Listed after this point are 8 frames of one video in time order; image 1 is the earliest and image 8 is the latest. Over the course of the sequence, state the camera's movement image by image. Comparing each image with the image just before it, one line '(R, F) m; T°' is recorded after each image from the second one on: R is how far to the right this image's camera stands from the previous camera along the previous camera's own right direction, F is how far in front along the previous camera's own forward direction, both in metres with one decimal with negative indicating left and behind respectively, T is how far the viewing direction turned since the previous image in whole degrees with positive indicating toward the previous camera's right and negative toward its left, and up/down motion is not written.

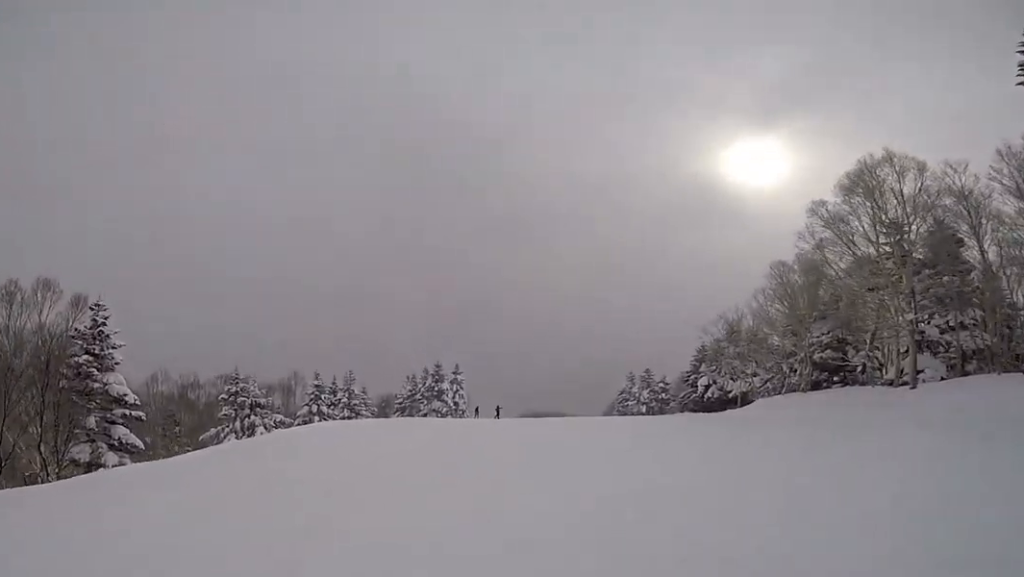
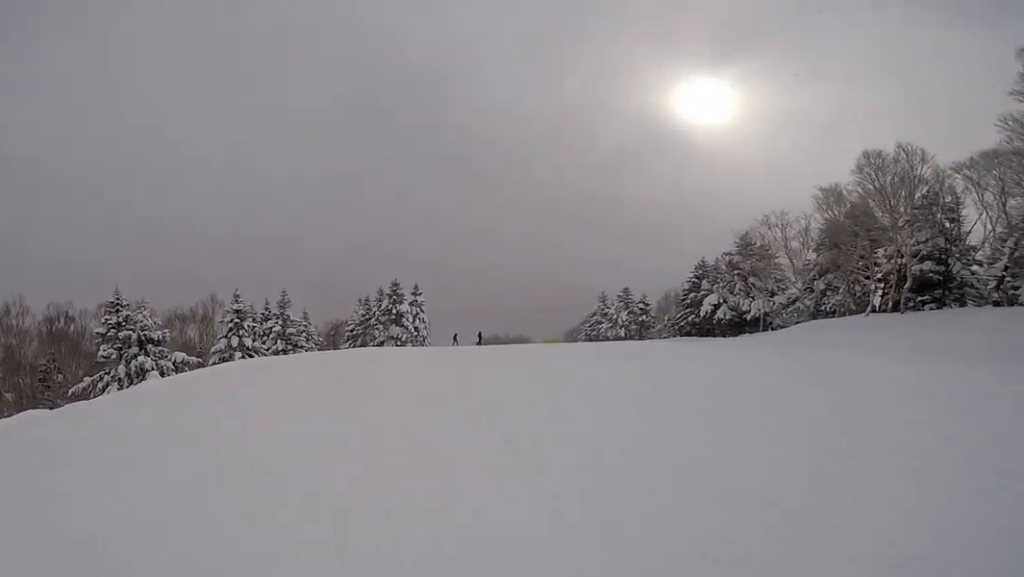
(+0.3, +10.3) m; +1°
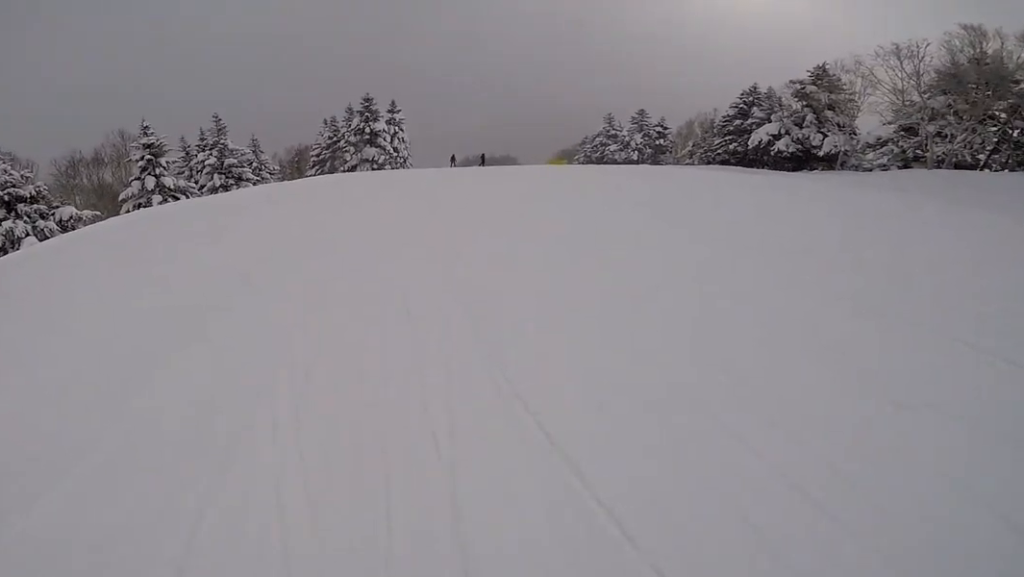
(+1.3, +7.8) m; +14°
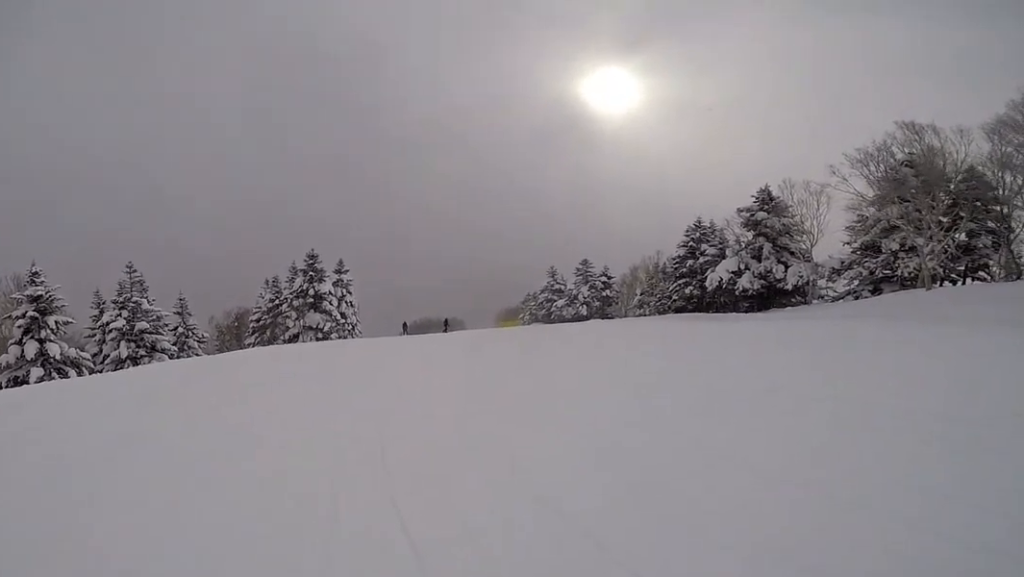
(0.0, +5.6) m; 0°
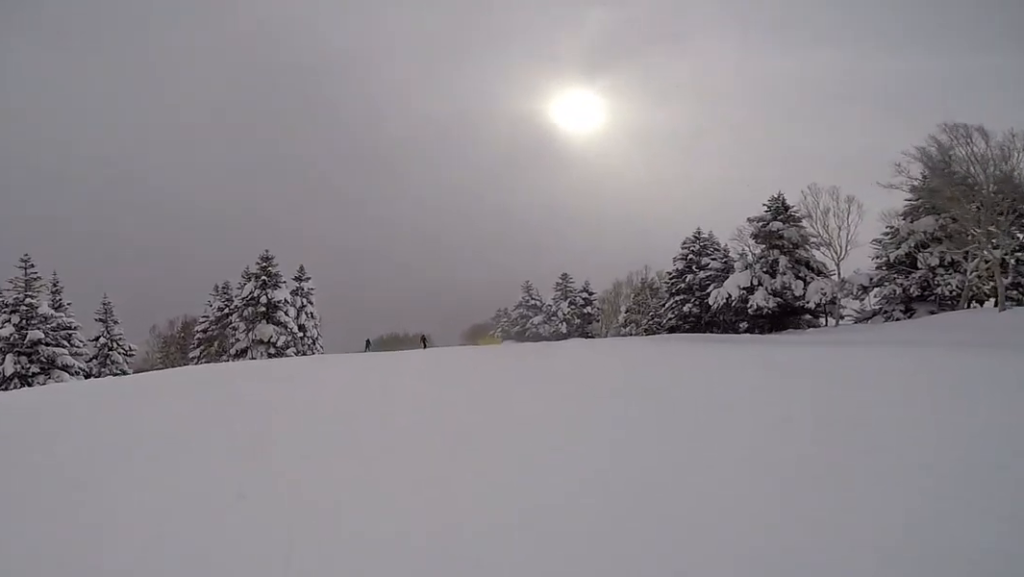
(0.0, +5.4) m; +1°
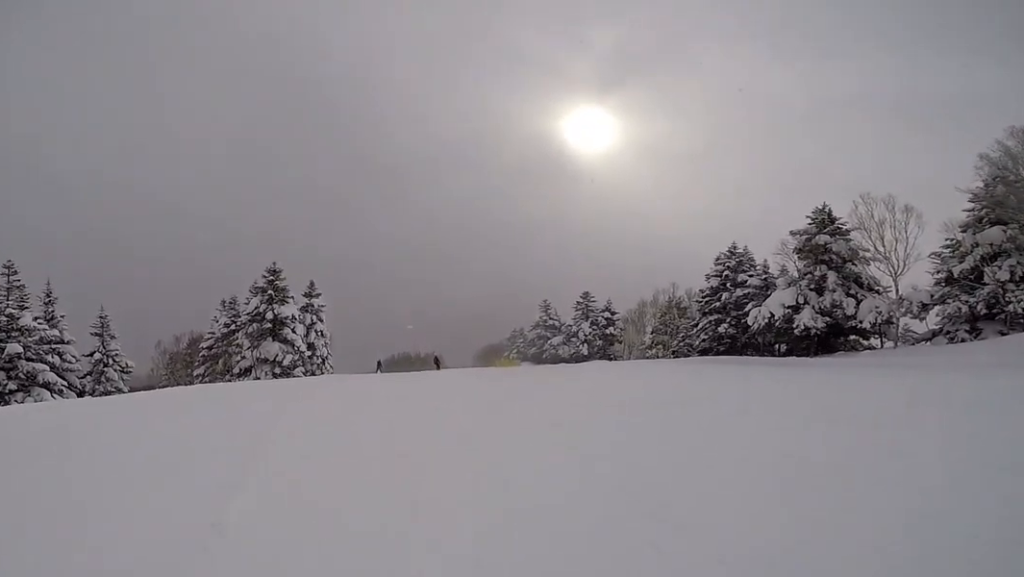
(0.0, +2.3) m; +3°
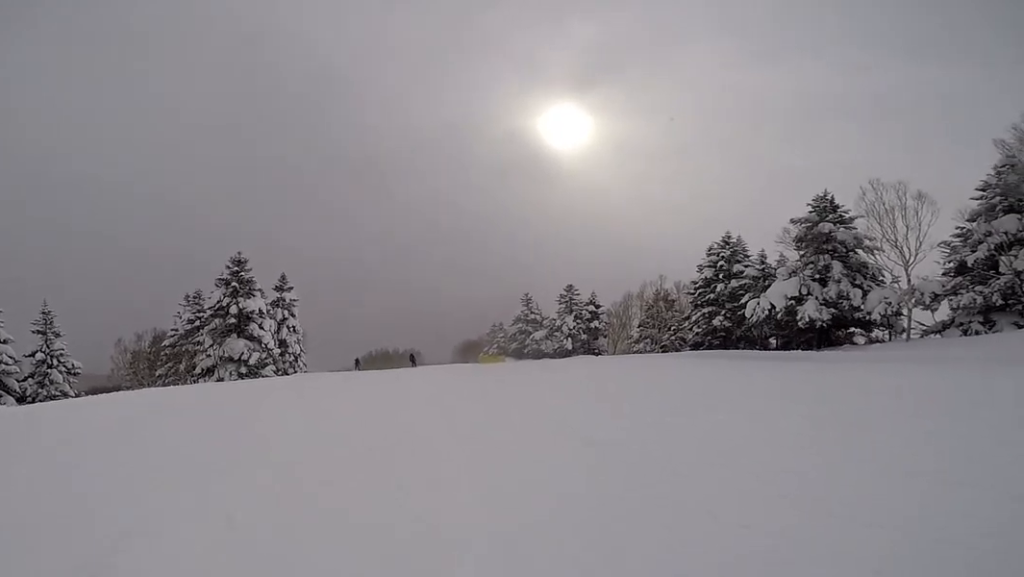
(-0.1, +2.5) m; +3°
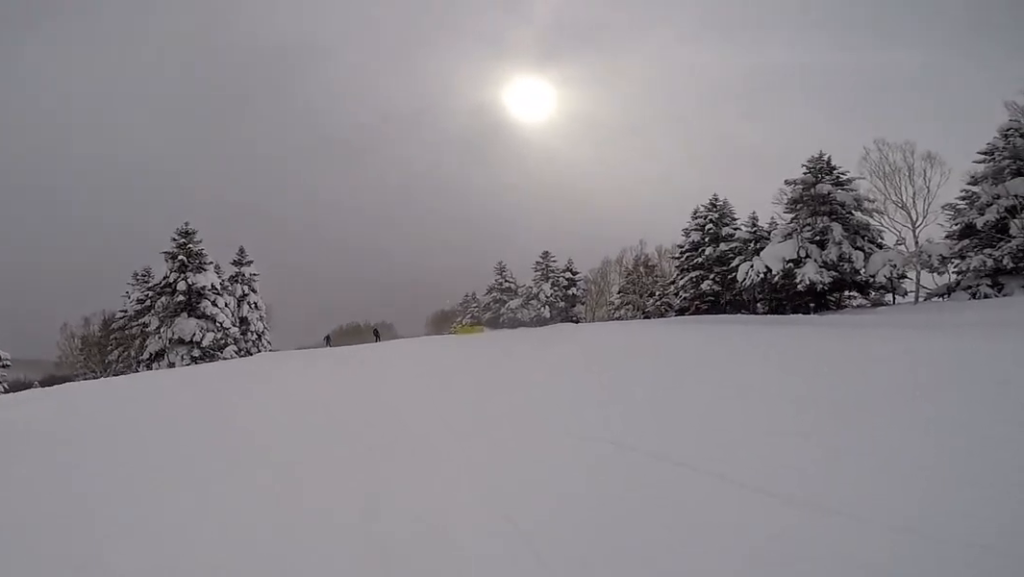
(+0.4, +2.6) m; 0°
